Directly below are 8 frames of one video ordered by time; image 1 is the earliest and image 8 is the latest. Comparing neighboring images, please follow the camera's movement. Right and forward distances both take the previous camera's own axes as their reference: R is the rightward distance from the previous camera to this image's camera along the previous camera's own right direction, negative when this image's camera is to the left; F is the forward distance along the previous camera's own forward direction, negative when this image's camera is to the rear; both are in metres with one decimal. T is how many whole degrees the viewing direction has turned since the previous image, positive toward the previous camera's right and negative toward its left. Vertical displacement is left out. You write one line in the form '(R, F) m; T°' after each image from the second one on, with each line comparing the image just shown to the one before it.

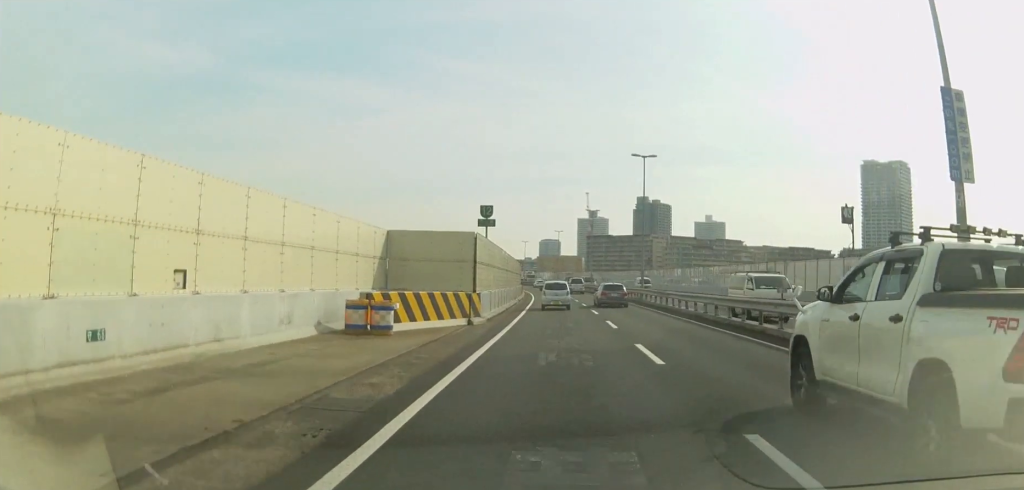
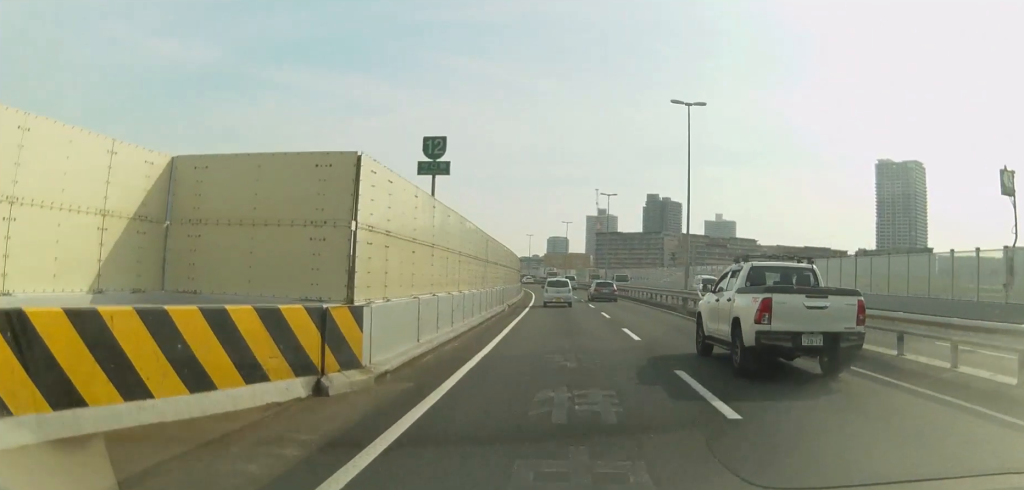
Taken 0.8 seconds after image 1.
(-0.2, +15.0) m; -2°
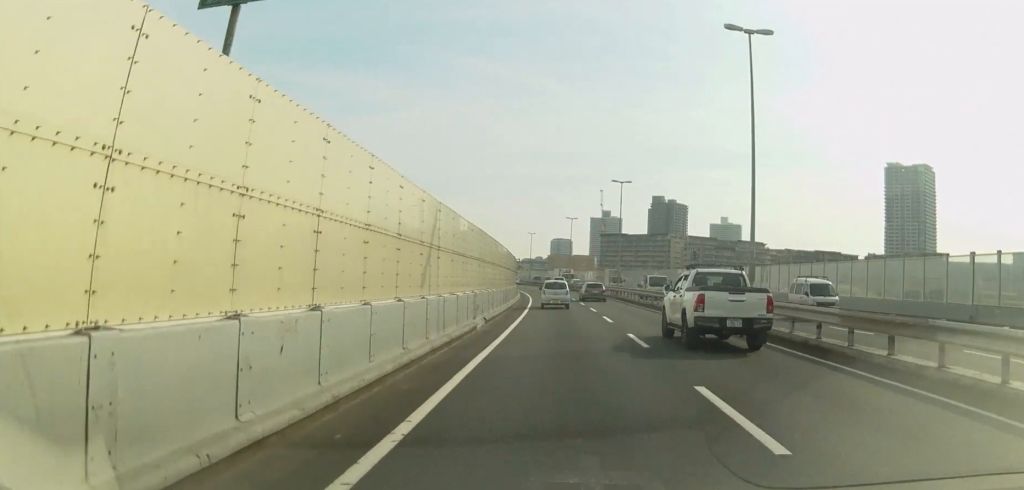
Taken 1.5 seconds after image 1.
(-0.4, +11.4) m; 0°
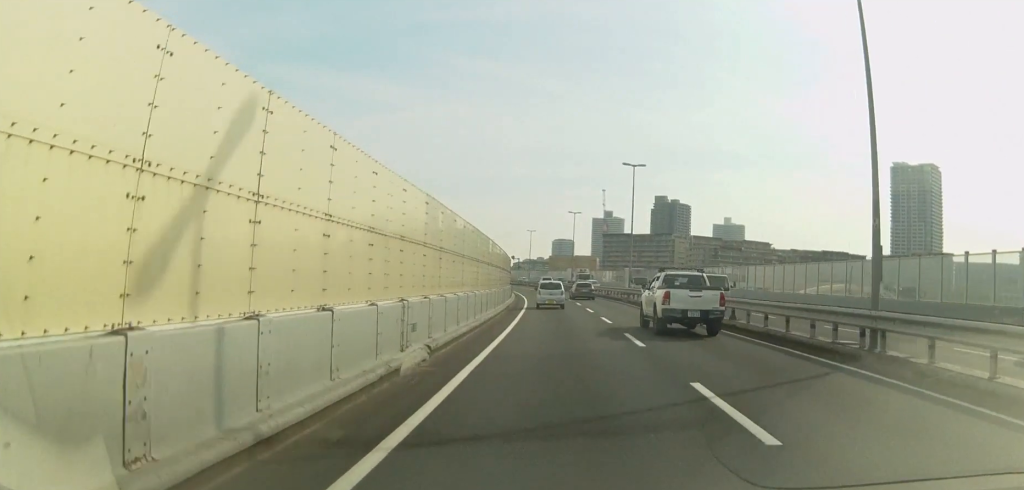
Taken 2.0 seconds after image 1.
(0.0, +9.6) m; 0°
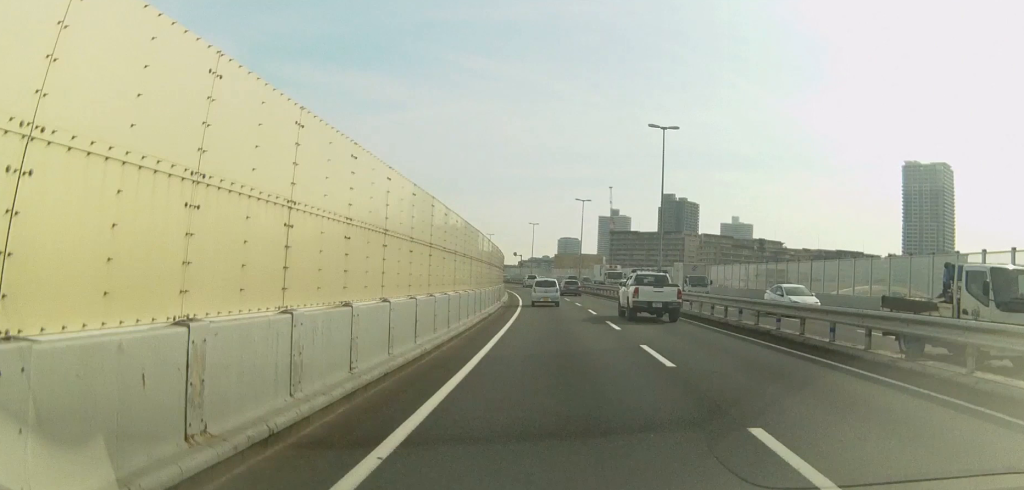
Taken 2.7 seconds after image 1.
(+0.5, +13.2) m; 0°
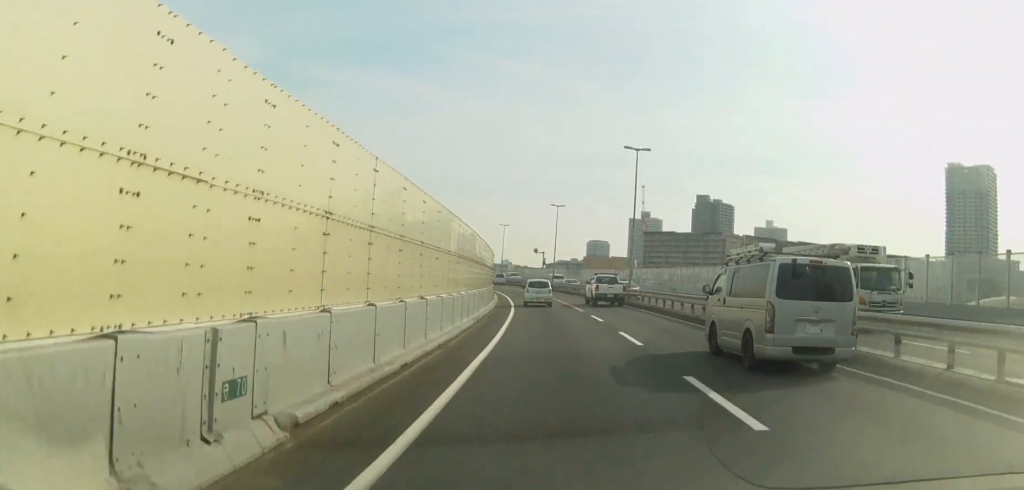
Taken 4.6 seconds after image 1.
(-1.3, +33.1) m; -2°
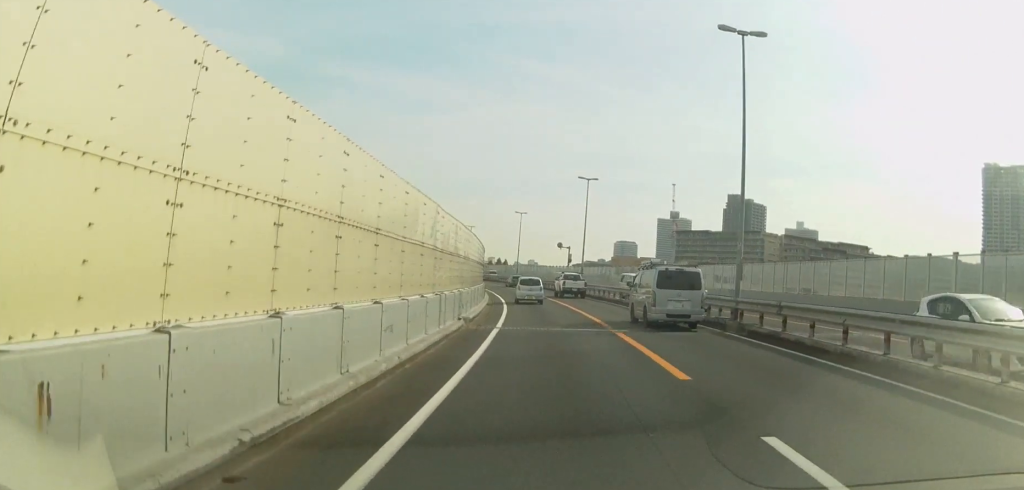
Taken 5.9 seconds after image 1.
(-0.1, +23.5) m; -1°
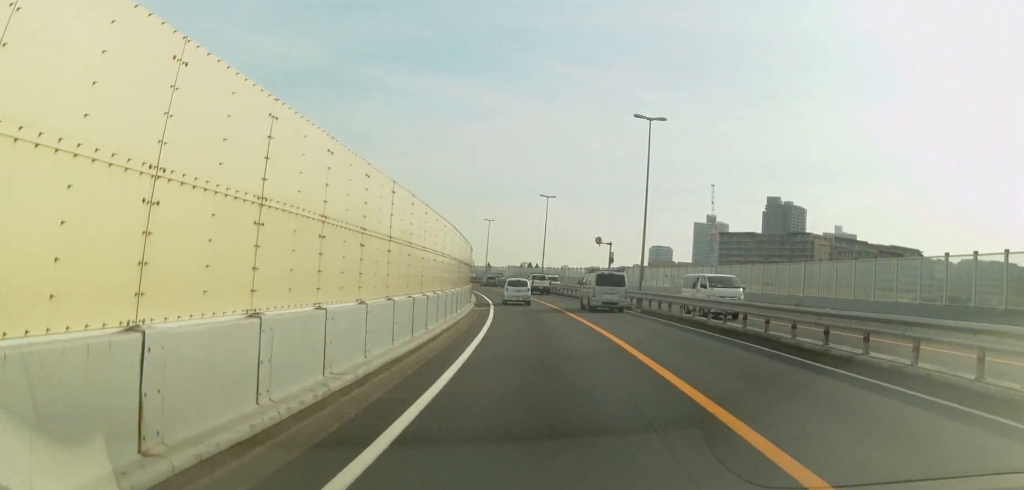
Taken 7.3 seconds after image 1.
(-0.7, +25.3) m; -3°
